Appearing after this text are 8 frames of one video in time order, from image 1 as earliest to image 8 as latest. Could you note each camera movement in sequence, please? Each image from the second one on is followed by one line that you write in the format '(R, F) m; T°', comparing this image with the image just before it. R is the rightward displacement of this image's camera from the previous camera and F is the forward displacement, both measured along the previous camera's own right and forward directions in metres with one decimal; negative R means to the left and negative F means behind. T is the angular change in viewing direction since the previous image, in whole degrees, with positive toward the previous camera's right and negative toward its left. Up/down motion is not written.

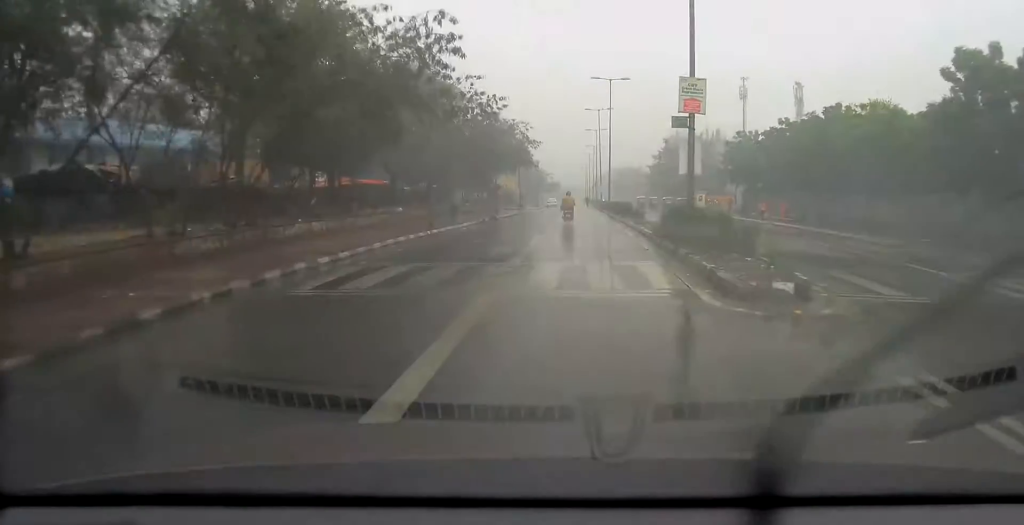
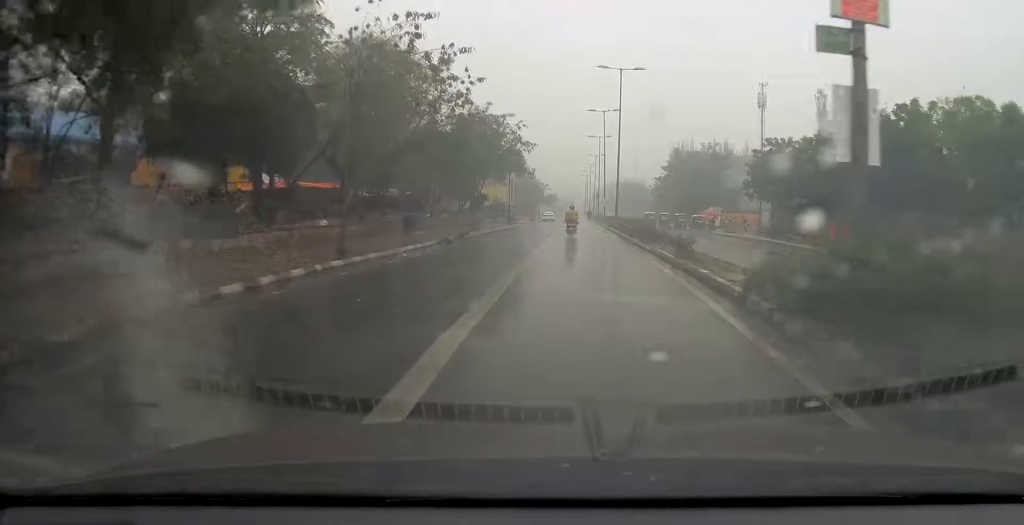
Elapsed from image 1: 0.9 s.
(-0.2, +10.2) m; -1°
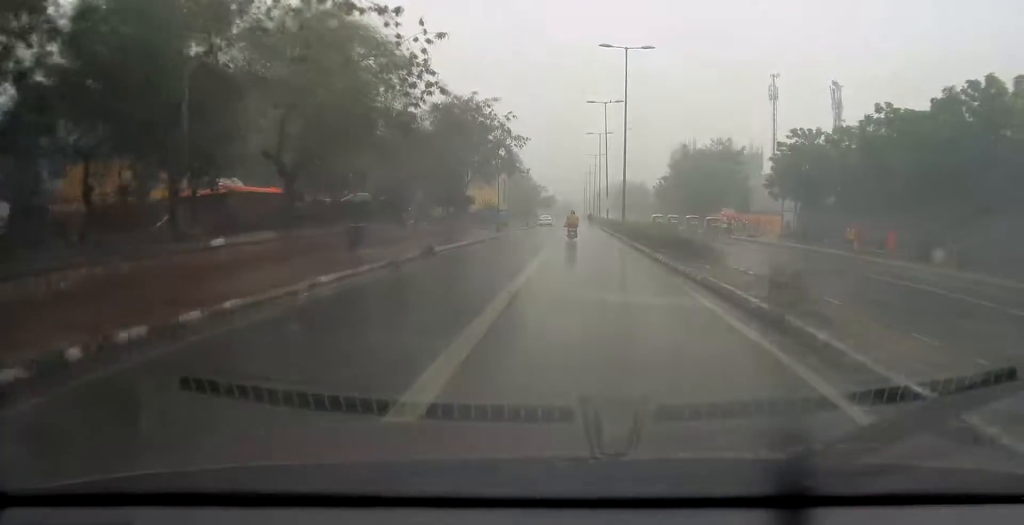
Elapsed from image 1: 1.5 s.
(-0.1, +7.3) m; -1°
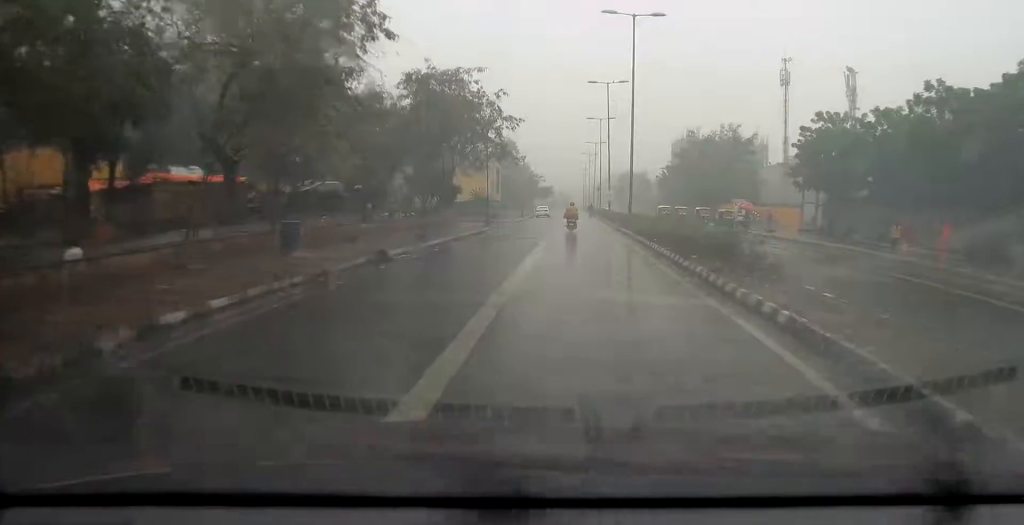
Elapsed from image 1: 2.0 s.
(0.0, +5.4) m; 0°
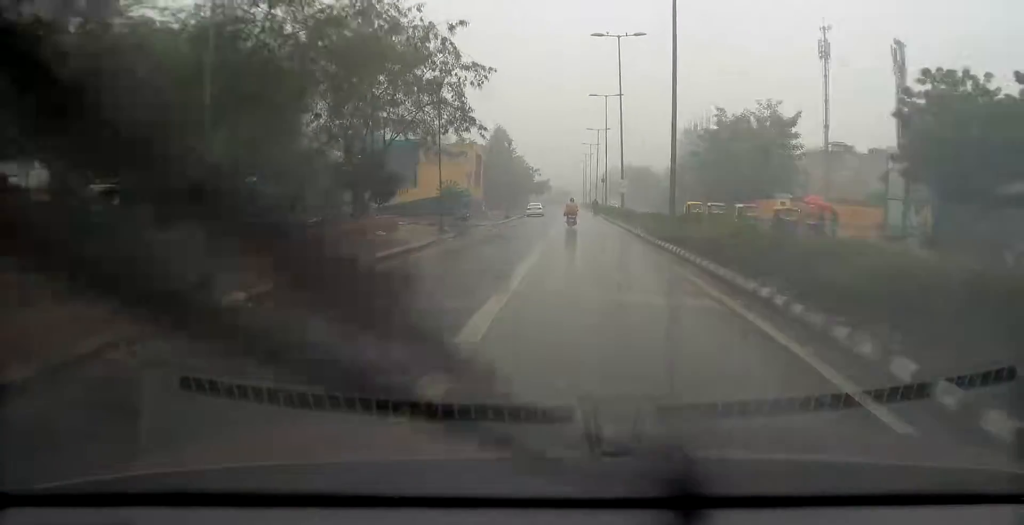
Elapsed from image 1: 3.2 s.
(0.0, +14.6) m; +2°
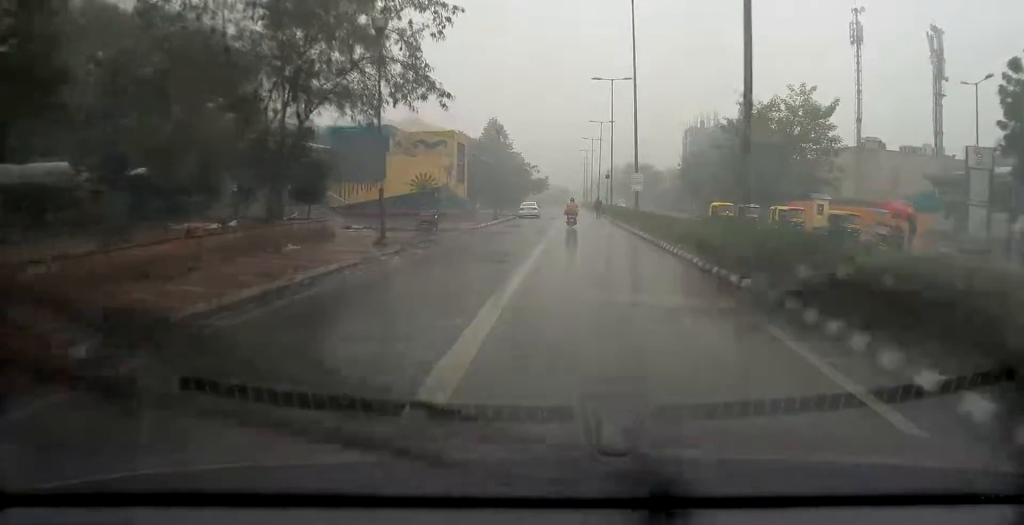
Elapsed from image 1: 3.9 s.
(+0.2, +8.4) m; 0°
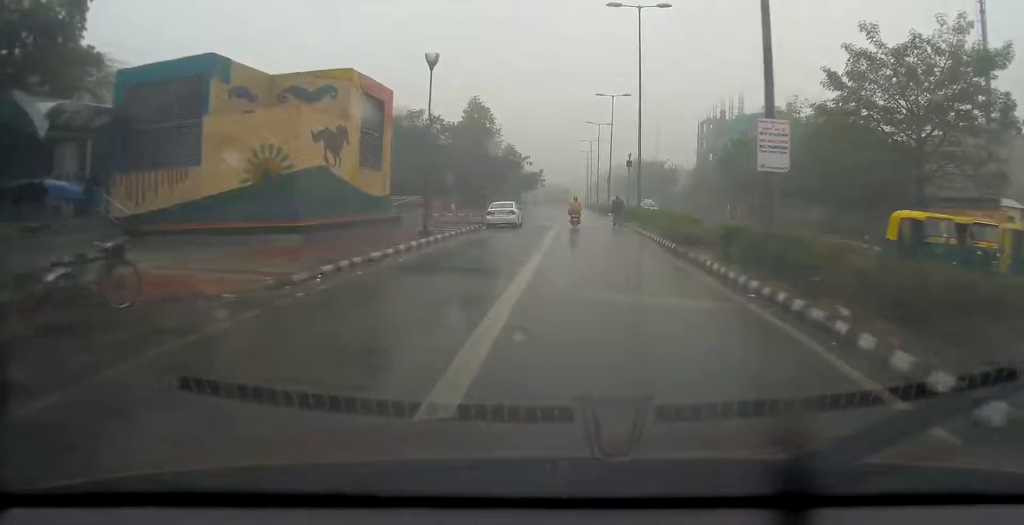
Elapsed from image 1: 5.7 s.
(-0.4, +21.7) m; -2°
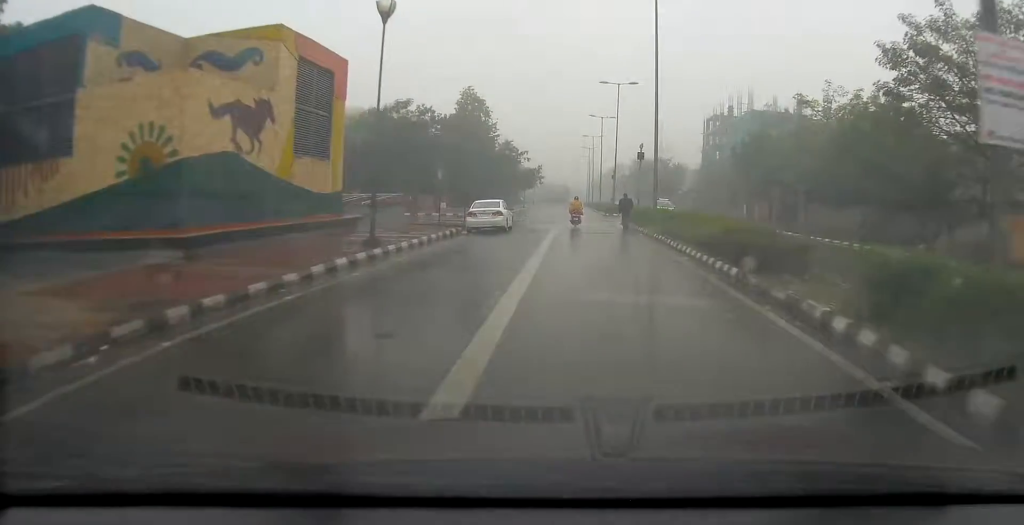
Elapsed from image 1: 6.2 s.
(0.0, +6.2) m; 0°
